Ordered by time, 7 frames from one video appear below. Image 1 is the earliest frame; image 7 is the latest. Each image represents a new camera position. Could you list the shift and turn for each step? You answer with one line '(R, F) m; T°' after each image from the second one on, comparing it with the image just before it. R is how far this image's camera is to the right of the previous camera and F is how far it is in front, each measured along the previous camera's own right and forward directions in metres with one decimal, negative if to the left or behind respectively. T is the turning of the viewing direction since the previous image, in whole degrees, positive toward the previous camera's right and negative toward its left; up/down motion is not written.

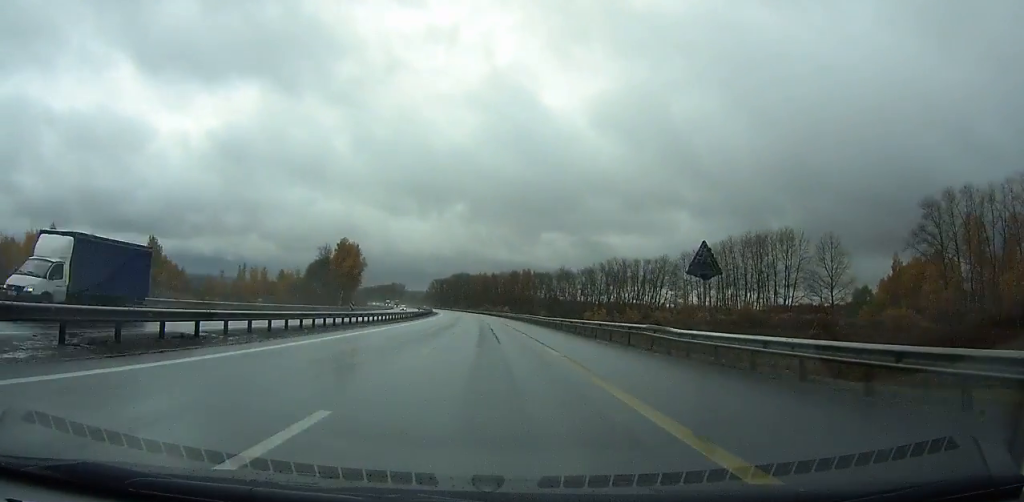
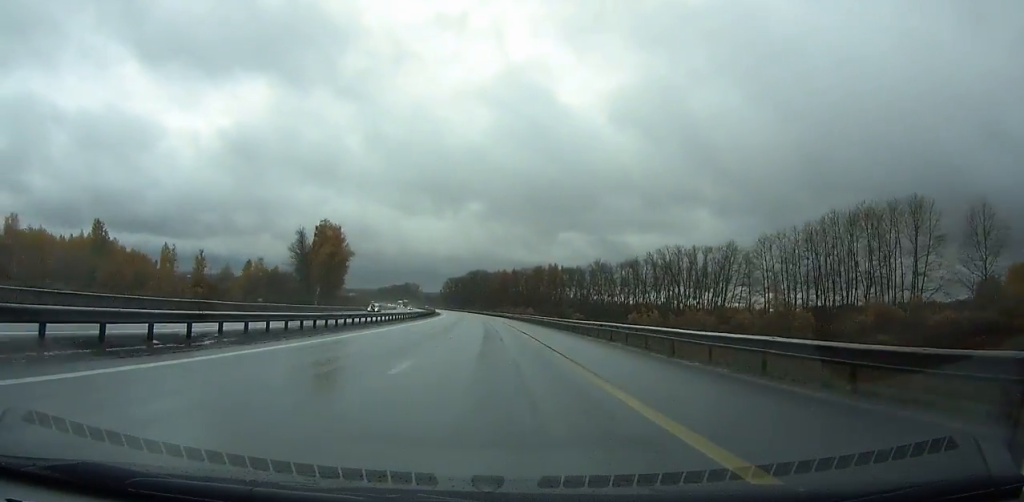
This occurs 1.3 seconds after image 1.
(-0.1, +42.3) m; -2°
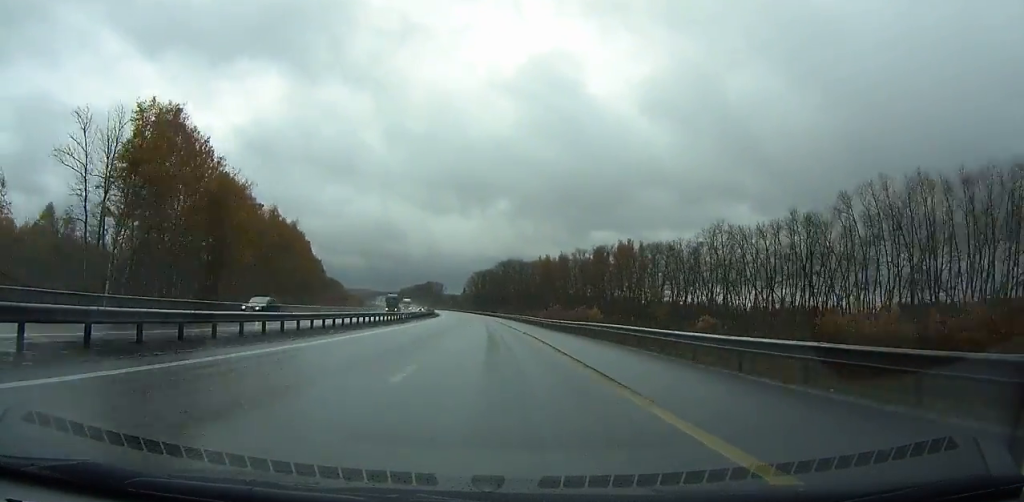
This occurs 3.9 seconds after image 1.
(-2.7, +84.7) m; -3°
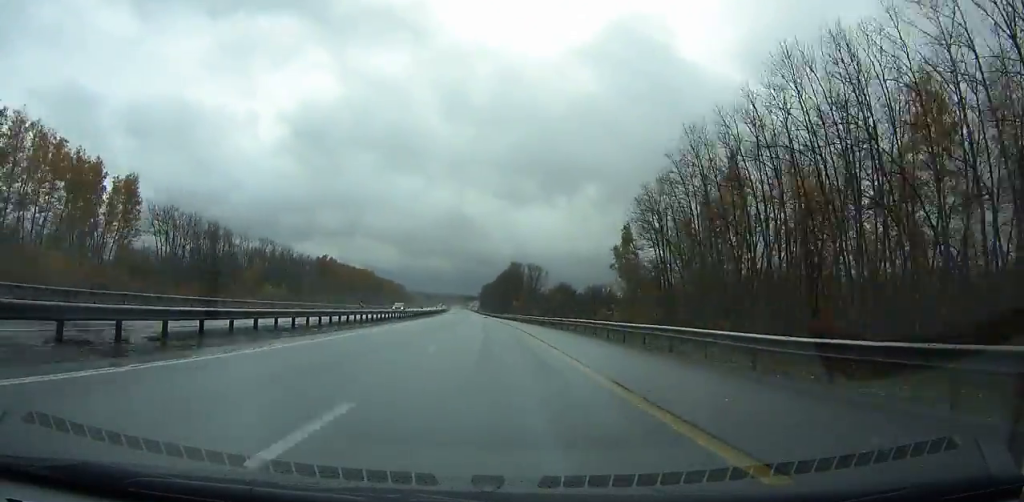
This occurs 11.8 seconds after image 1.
(-22.3, +259.0) m; -9°
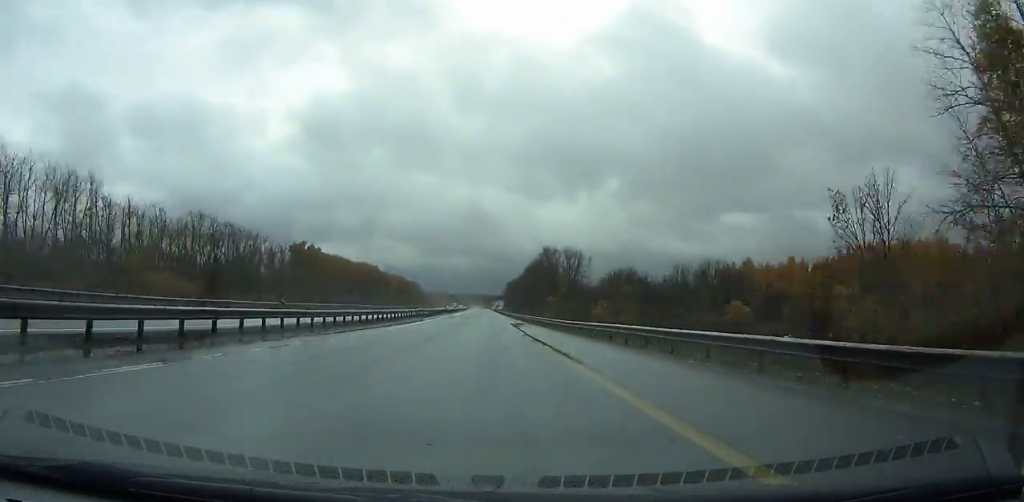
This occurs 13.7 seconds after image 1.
(-0.7, +63.4) m; -2°
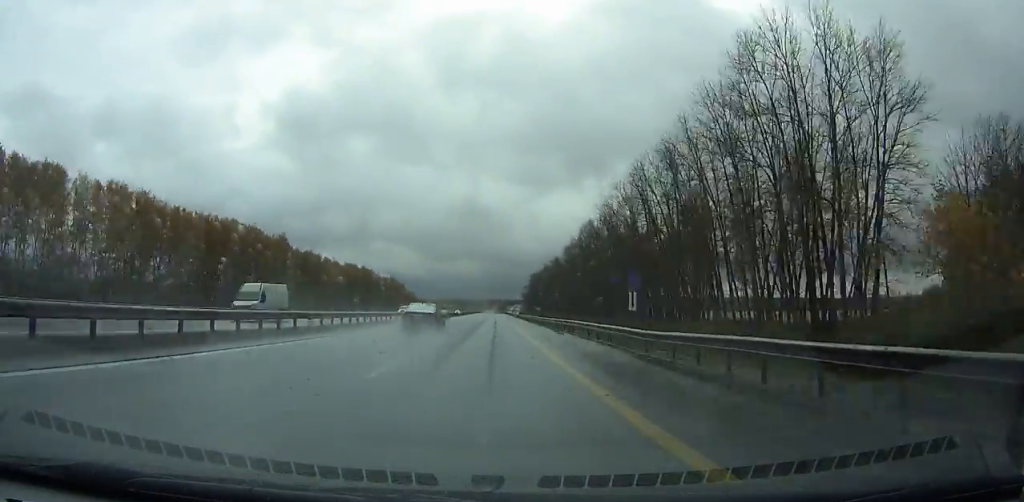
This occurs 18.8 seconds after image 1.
(-4.1, +173.0) m; -2°
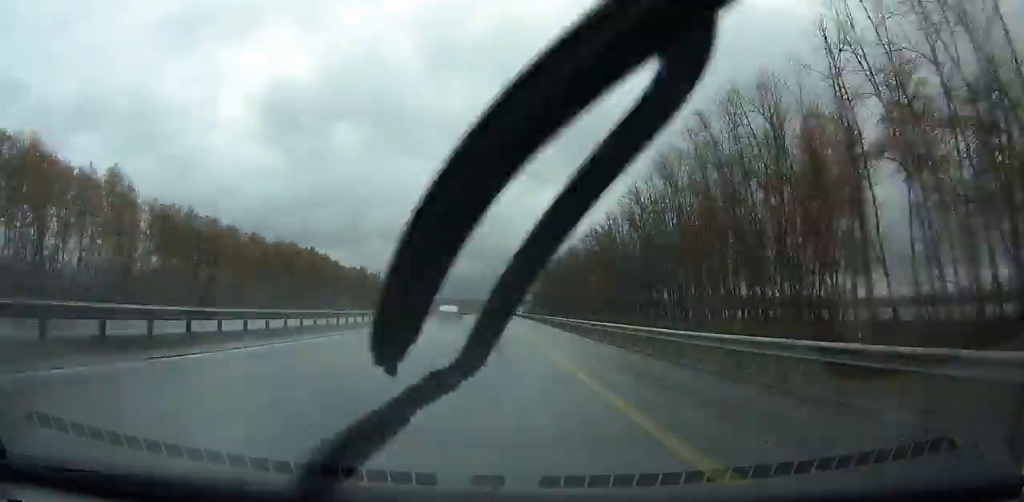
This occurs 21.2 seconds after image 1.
(-0.4, +82.2) m; 0°
